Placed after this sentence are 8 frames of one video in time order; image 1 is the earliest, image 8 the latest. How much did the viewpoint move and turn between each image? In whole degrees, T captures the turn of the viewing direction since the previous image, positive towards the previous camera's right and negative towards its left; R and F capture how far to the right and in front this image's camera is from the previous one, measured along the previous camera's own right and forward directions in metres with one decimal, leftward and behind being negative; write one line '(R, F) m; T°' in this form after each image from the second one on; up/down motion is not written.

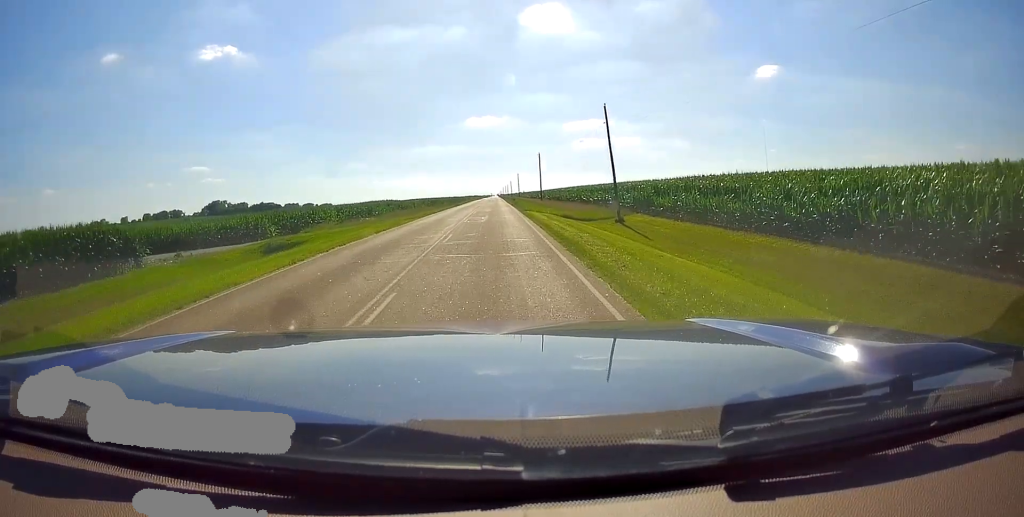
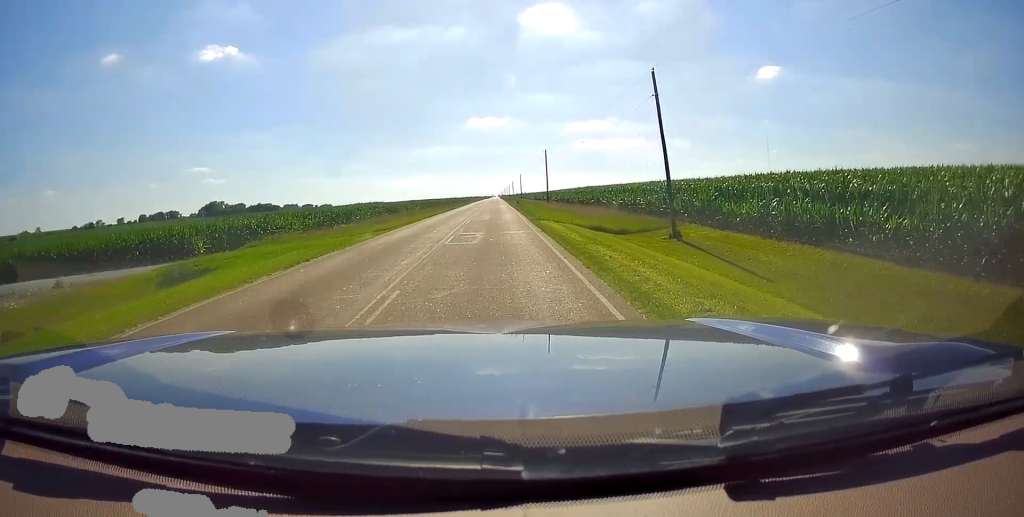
(0.0, +11.6) m; 0°
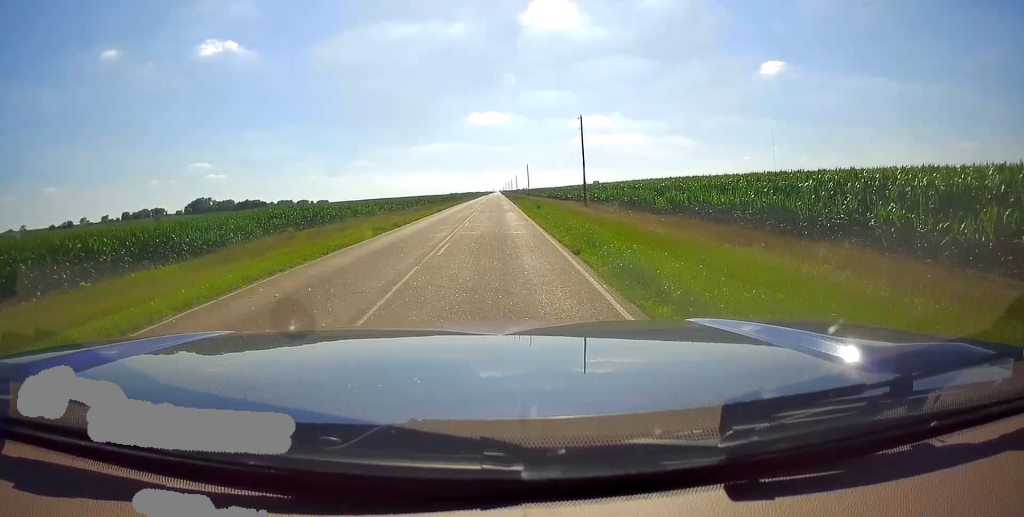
(0.0, +38.7) m; 0°
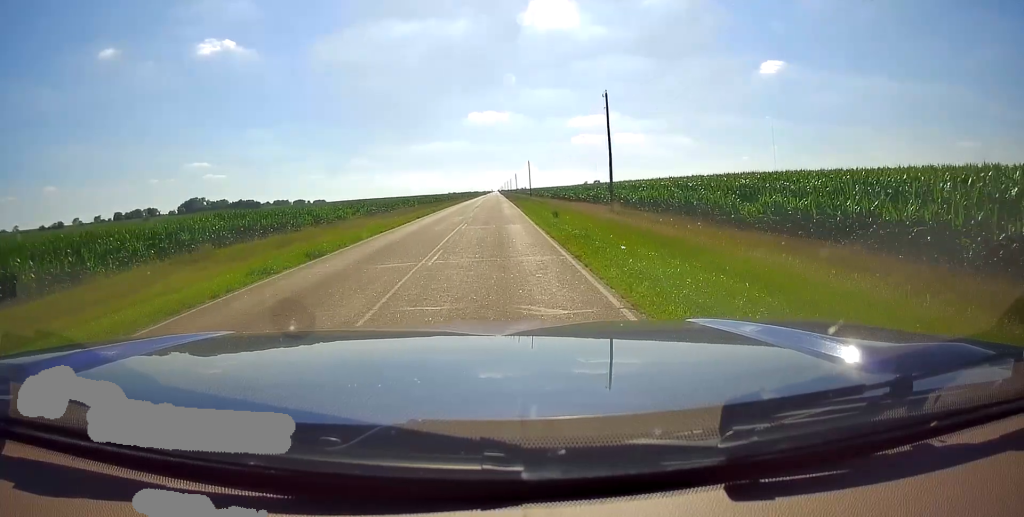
(0.0, +13.8) m; 0°
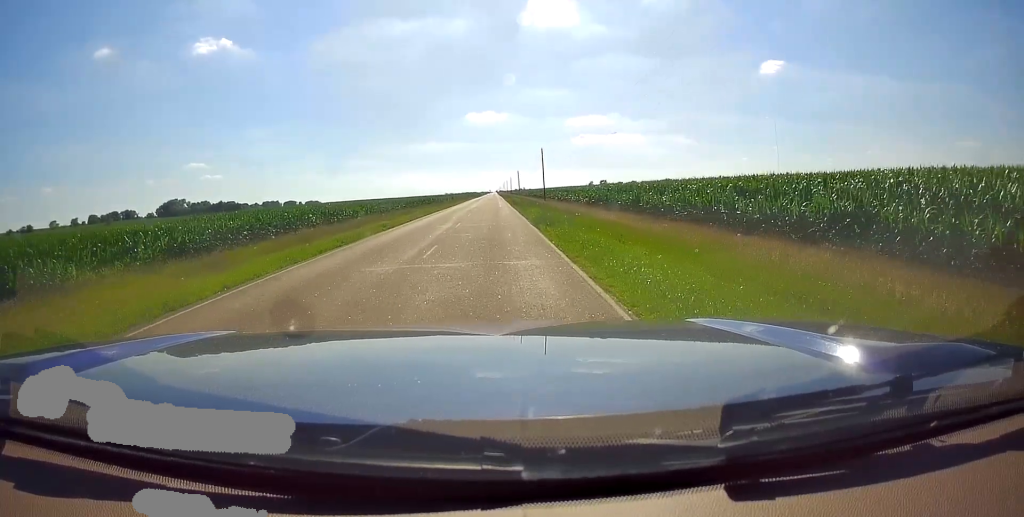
(0.0, +45.2) m; 0°
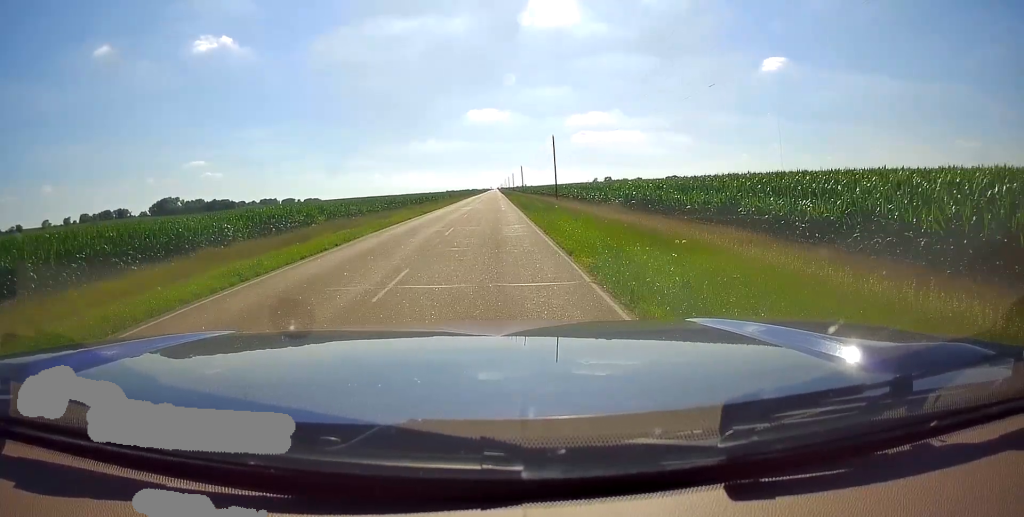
(0.0, +17.2) m; 0°
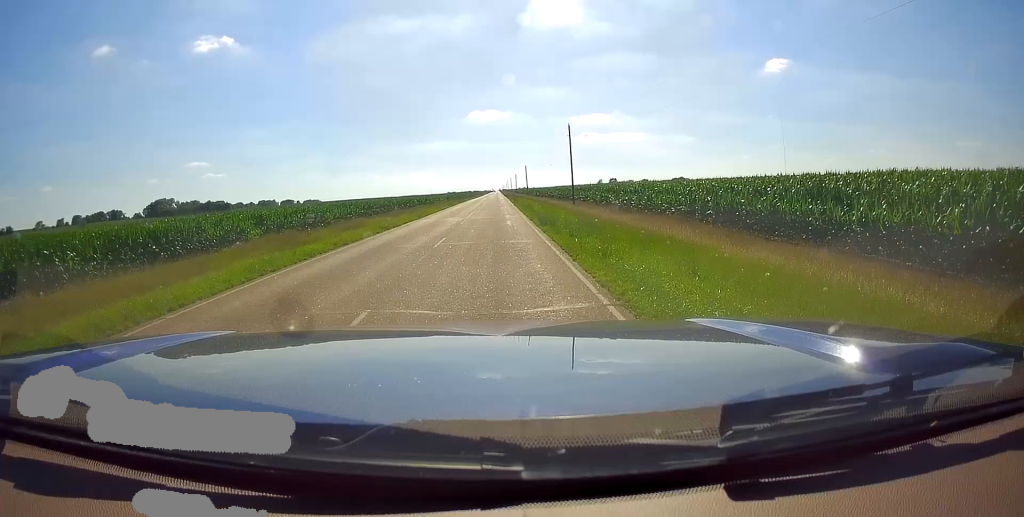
(0.0, +15.4) m; 0°
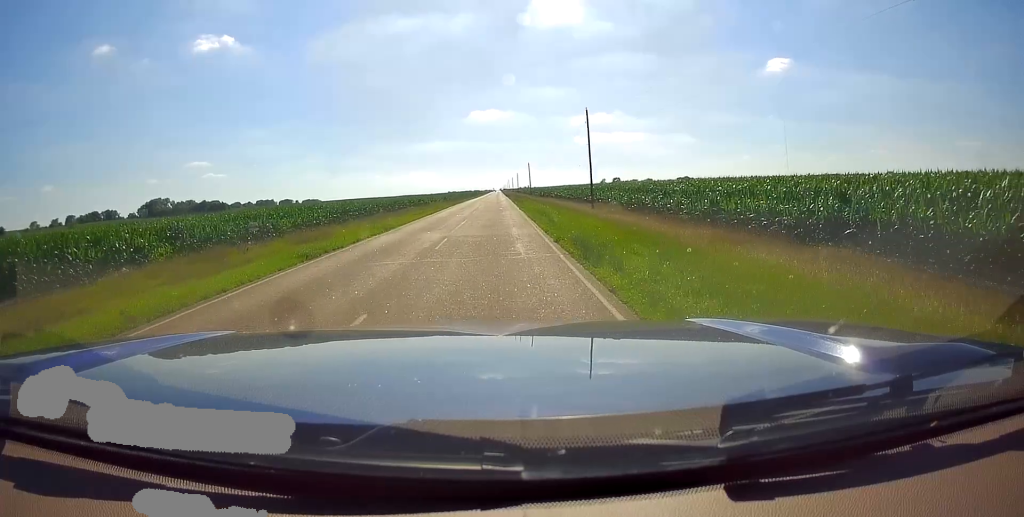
(0.0, +12.0) m; -1°
